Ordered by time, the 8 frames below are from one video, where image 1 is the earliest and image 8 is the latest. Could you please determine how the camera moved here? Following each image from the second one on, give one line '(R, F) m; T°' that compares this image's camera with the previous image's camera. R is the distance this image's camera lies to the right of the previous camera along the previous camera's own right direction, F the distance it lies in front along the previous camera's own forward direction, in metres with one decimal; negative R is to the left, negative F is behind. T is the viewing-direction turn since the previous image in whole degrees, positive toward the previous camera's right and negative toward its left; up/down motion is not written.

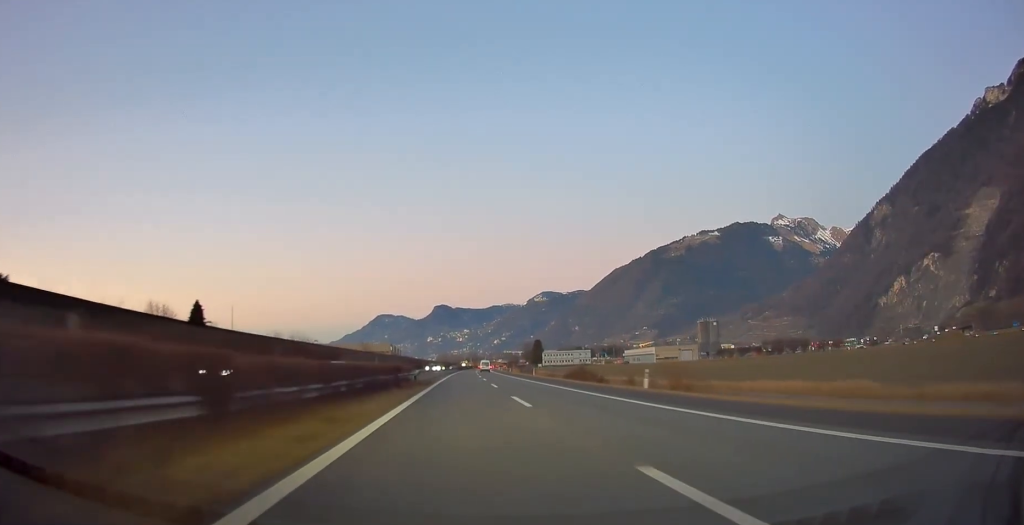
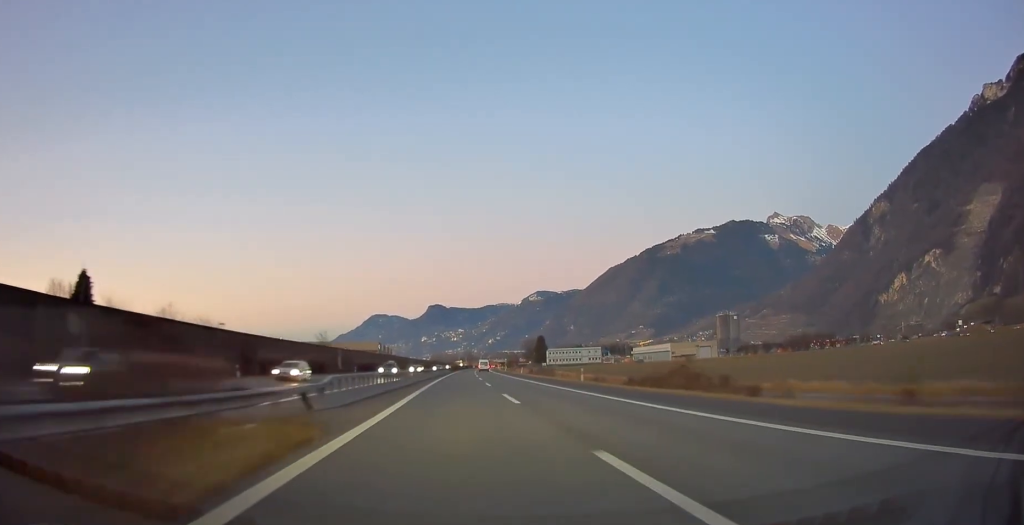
(+0.2, +34.9) m; +1°
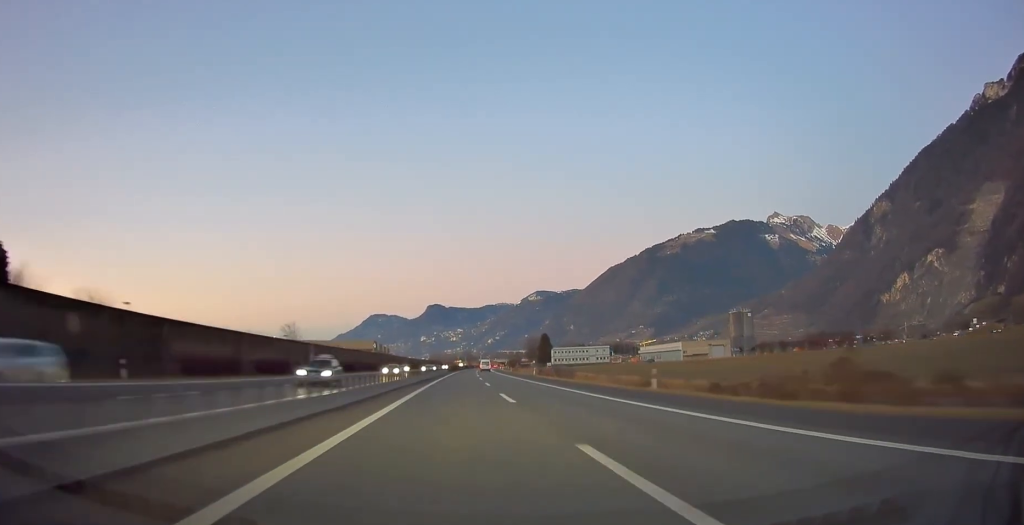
(+0.1, +16.8) m; 0°
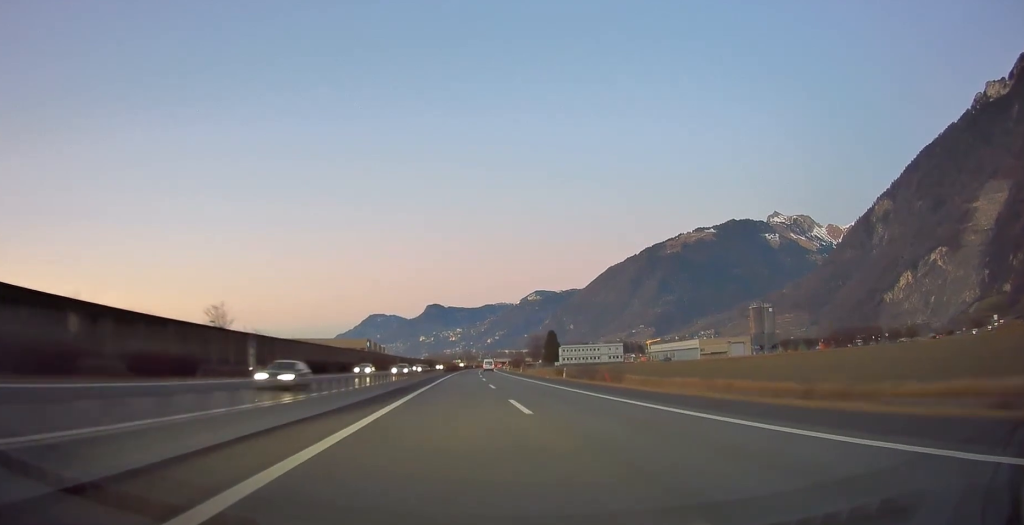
(+0.1, +23.6) m; 0°
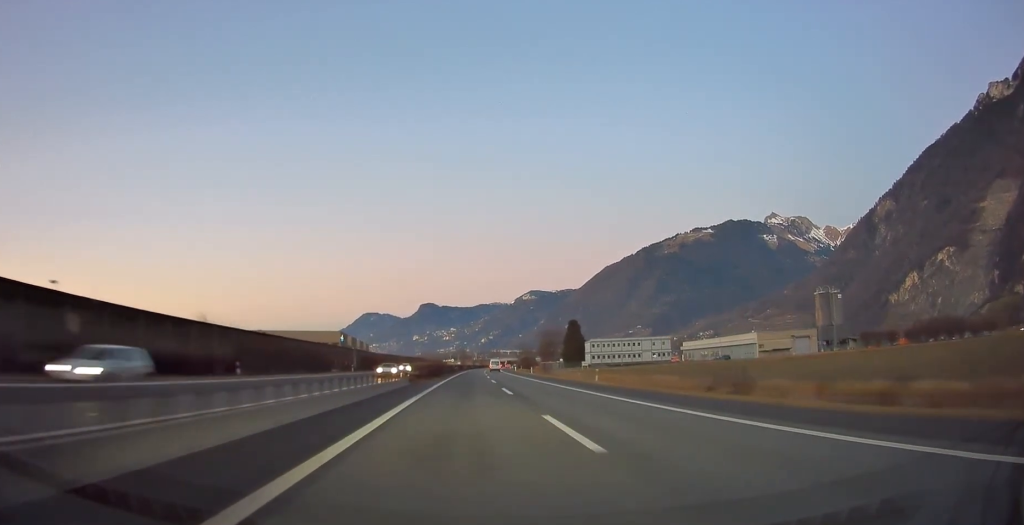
(0.0, +61.7) m; 0°
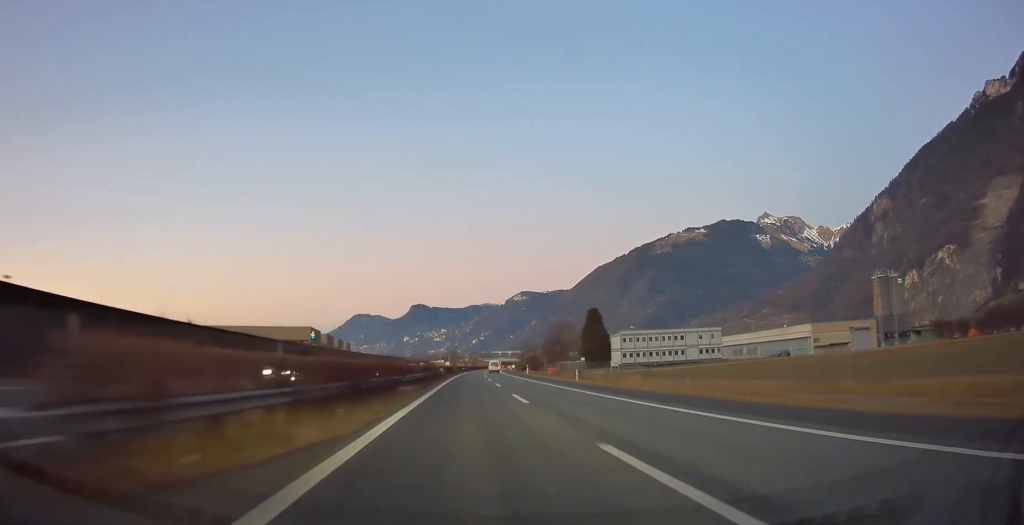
(+0.2, +41.4) m; +1°
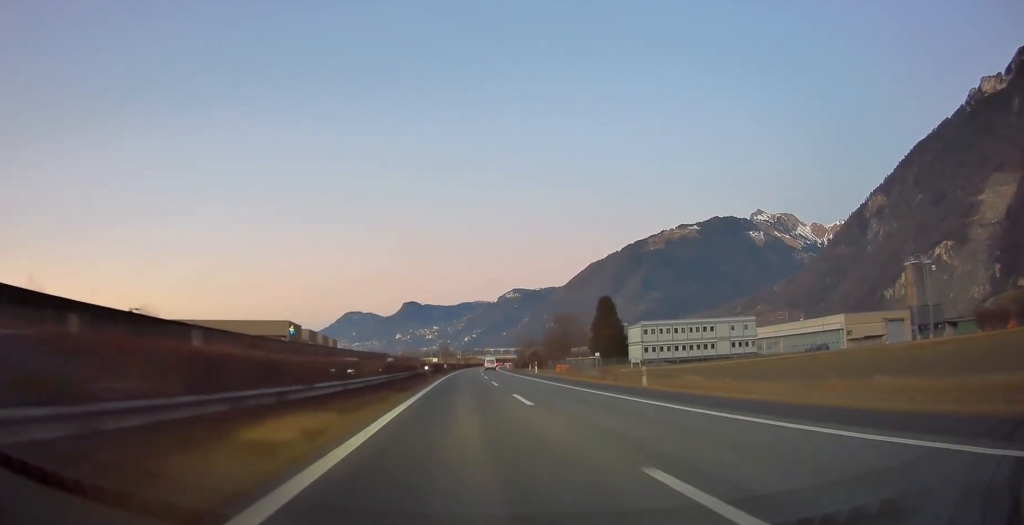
(0.0, +19.0) m; 0°
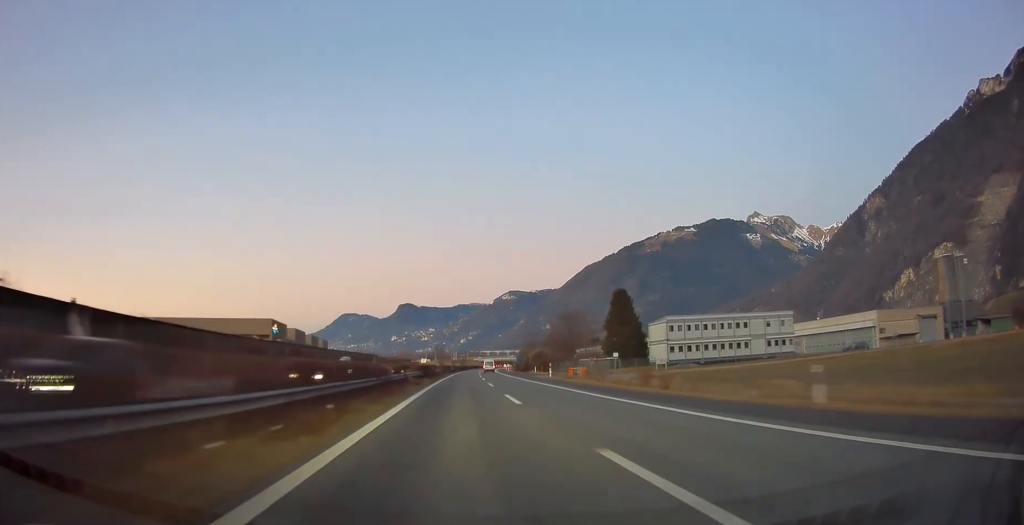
(+0.1, +16.8) m; 0°
